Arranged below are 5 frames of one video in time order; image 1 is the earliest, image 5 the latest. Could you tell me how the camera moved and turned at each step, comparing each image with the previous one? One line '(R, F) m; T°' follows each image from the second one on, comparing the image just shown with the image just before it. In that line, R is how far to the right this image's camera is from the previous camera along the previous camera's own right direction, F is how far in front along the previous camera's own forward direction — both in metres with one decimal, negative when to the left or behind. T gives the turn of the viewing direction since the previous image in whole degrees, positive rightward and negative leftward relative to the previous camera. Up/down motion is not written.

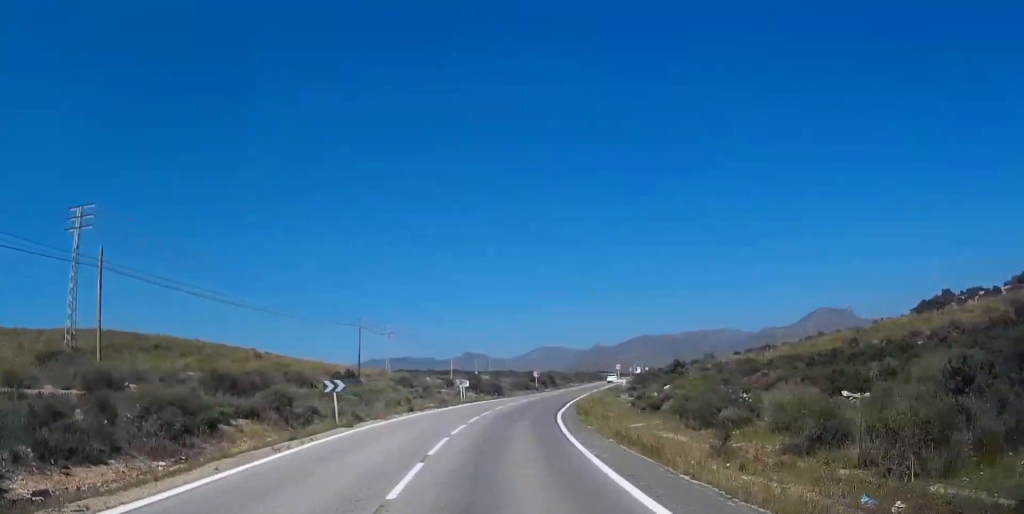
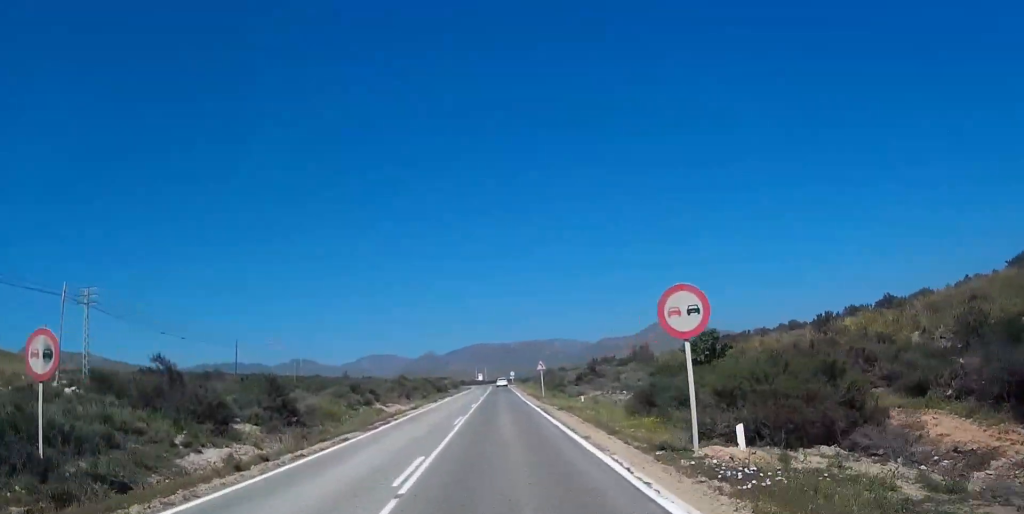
(+9.5, +72.1) m; +14°
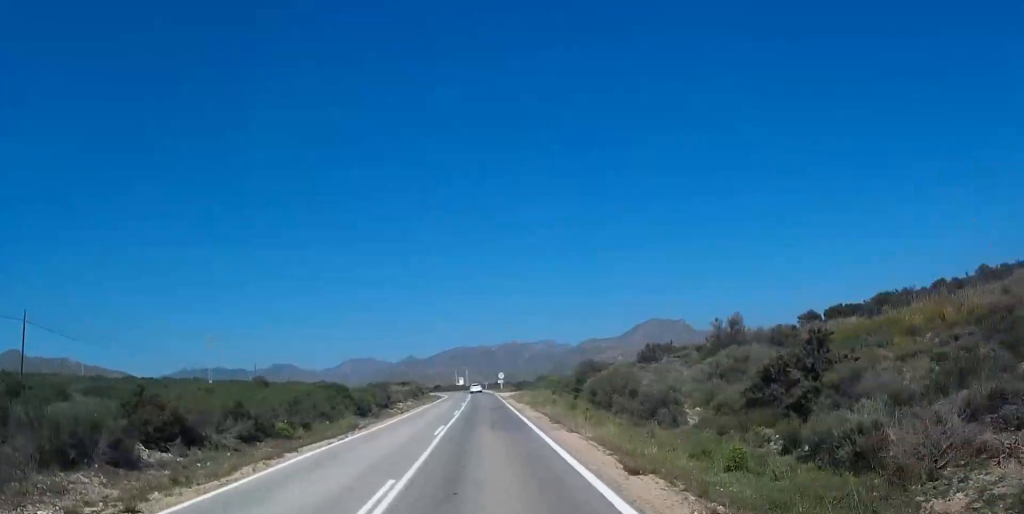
(+2.2, +39.2) m; +6°
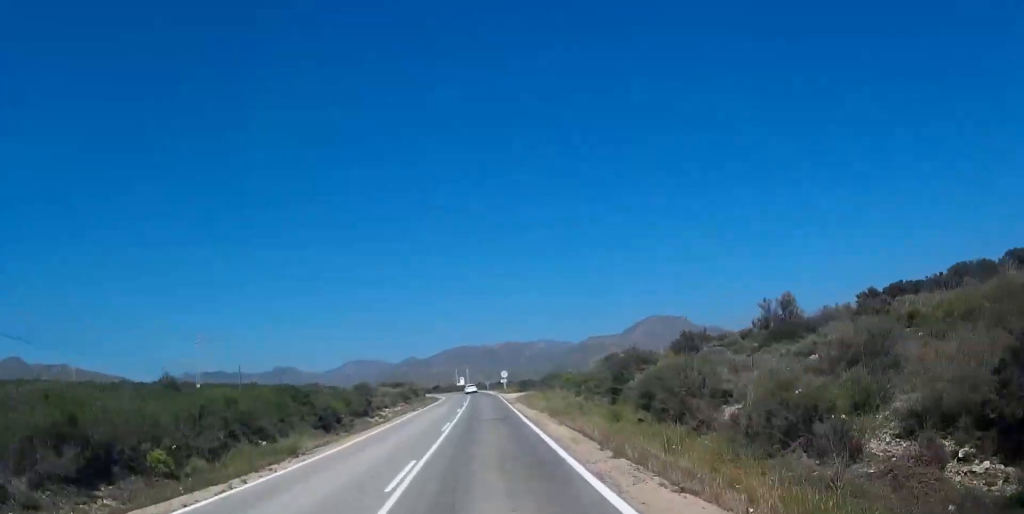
(+0.1, +9.4) m; +1°
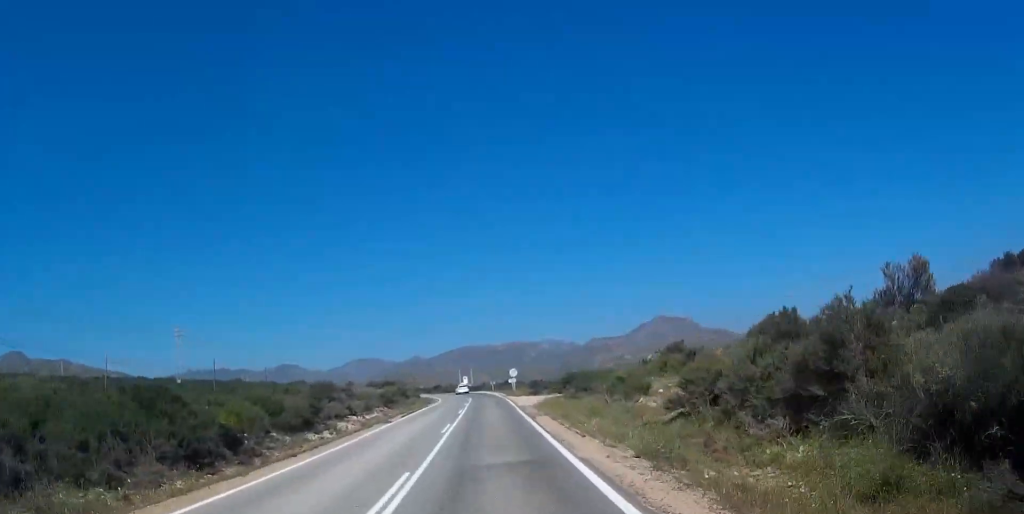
(0.0, +14.3) m; +1°
